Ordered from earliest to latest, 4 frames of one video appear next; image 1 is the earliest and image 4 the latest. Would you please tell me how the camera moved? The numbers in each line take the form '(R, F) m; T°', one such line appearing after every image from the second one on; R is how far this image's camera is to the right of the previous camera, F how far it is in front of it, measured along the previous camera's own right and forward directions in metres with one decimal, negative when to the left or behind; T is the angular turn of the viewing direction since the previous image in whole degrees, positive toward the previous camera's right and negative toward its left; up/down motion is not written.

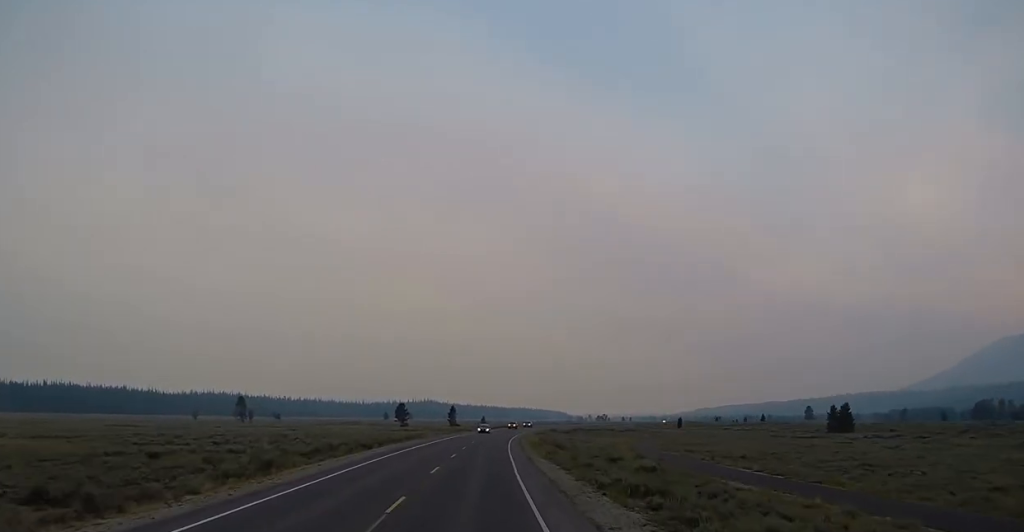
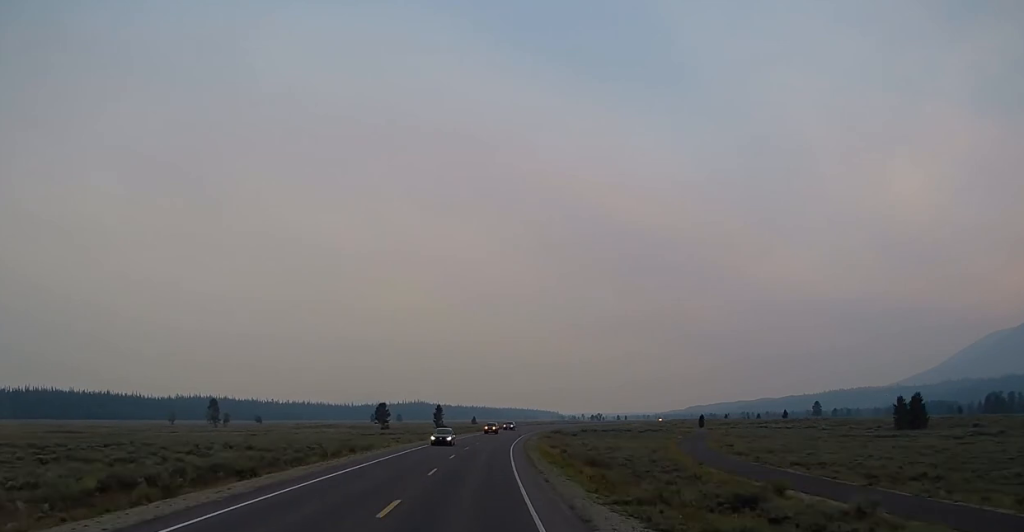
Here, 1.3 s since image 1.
(0.0, +24.6) m; 0°
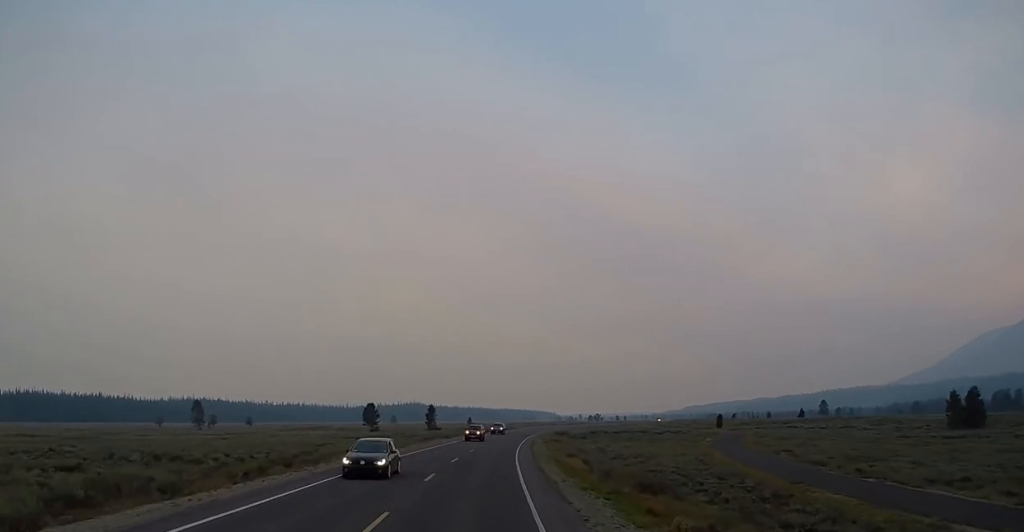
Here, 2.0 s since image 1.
(0.0, +14.2) m; 0°
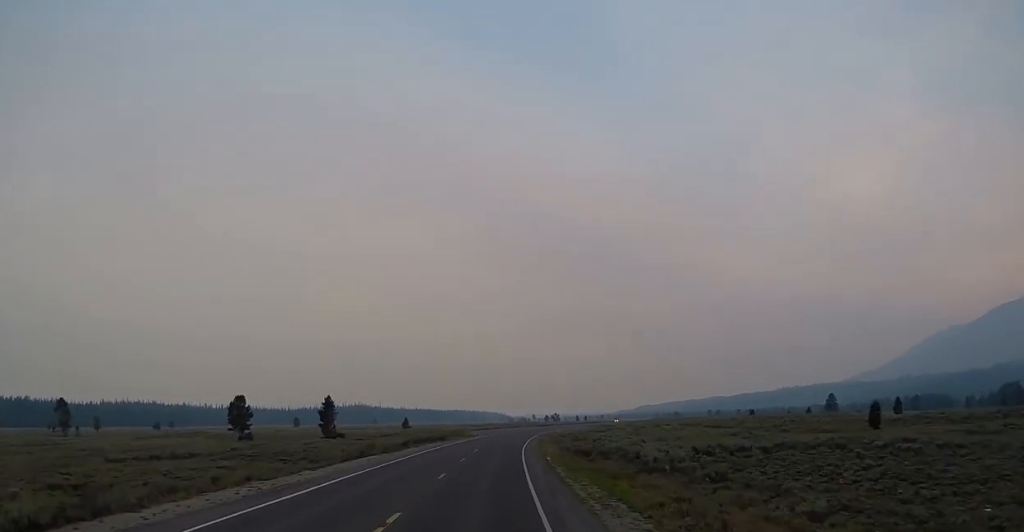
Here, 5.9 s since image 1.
(+2.2, +74.8) m; +4°
